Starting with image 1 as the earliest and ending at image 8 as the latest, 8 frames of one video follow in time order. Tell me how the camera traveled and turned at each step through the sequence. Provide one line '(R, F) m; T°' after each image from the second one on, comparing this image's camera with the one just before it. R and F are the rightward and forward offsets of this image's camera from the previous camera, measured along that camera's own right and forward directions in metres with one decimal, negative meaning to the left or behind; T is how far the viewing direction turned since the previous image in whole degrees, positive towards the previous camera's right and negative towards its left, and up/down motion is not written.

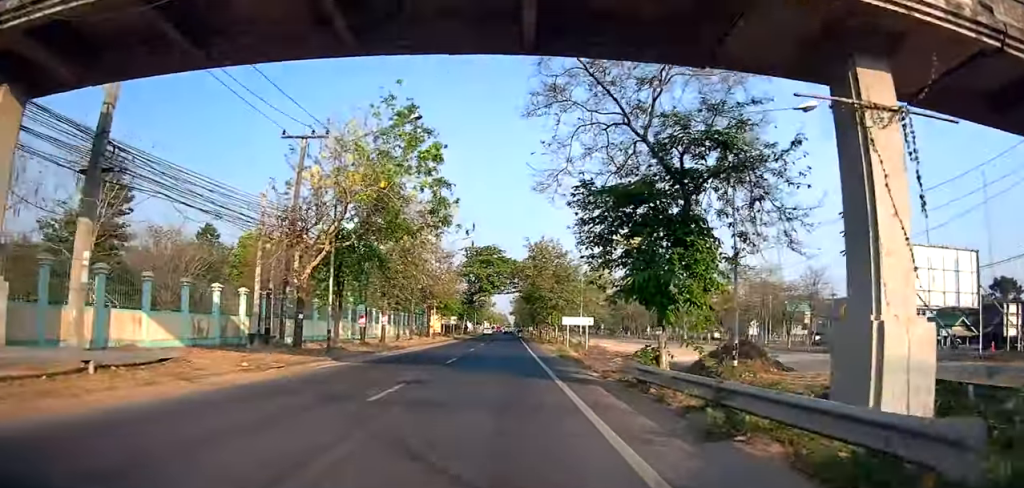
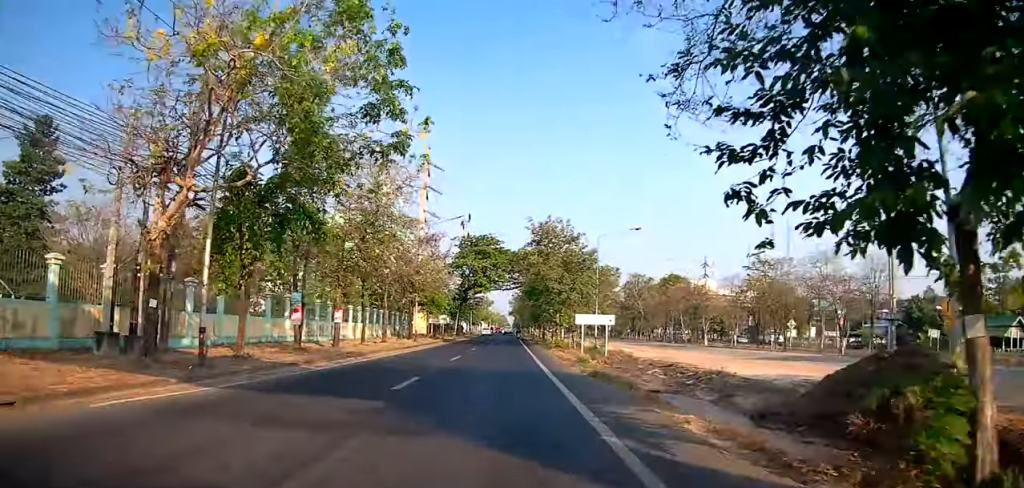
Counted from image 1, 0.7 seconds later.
(0.0, +9.8) m; 0°
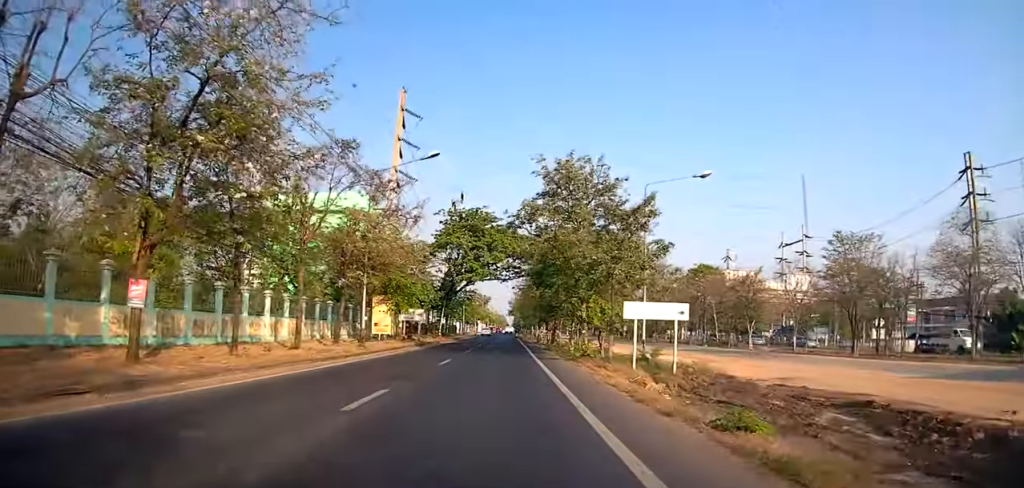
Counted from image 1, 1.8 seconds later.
(+0.1, +15.2) m; +1°
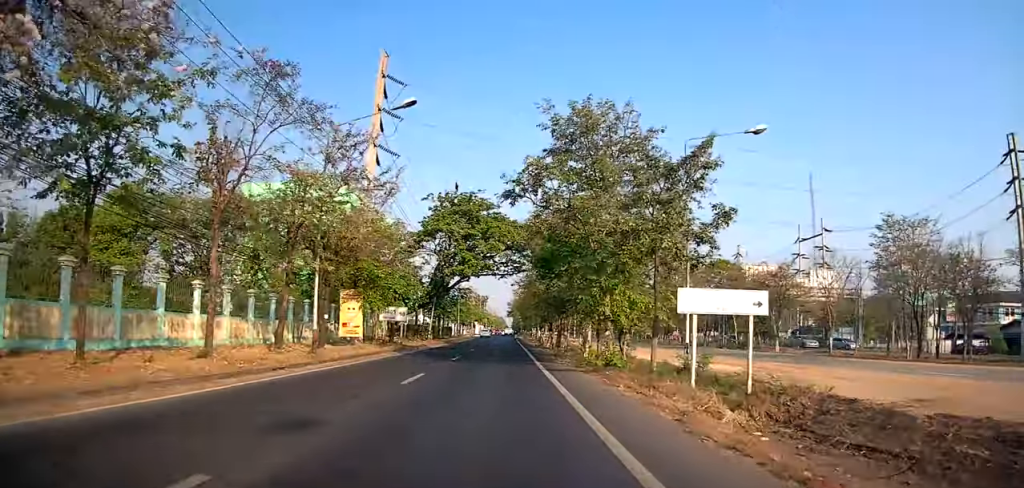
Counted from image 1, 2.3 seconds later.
(+0.1, +6.9) m; 0°
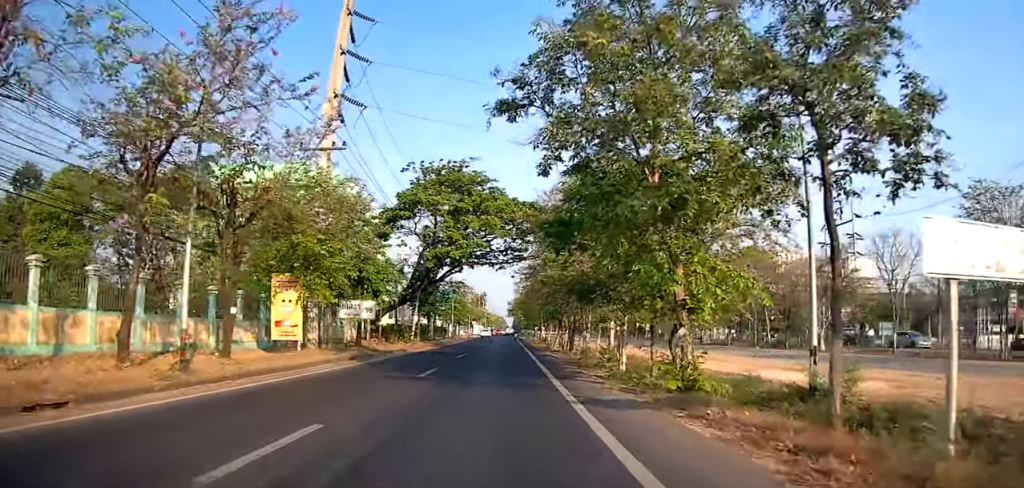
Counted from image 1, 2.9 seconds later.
(+0.1, +8.9) m; 0°
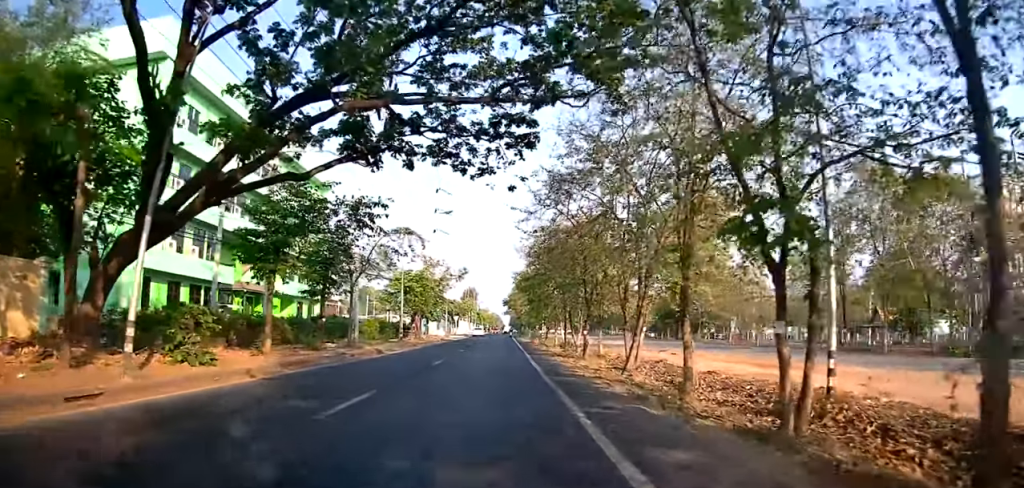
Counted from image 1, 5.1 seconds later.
(0.0, +32.3) m; 0°
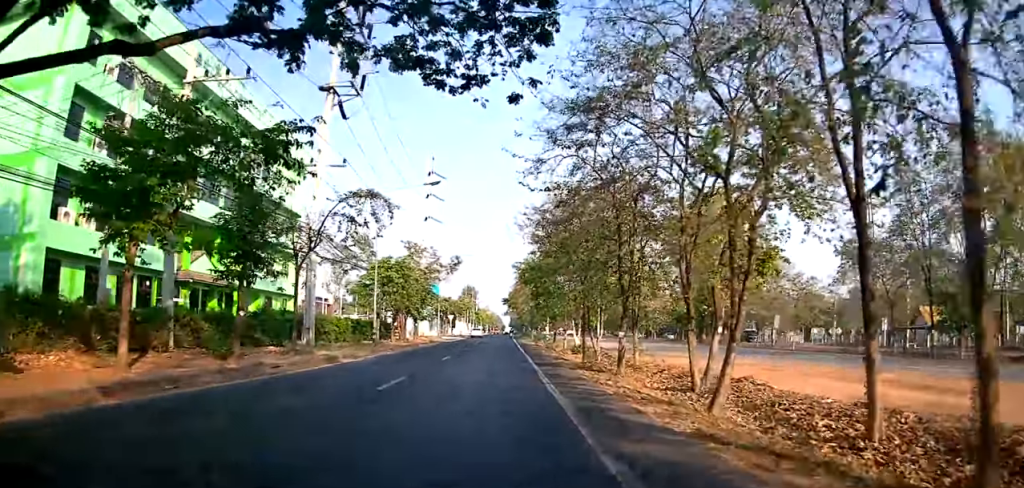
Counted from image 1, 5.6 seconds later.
(0.0, +8.3) m; -1°
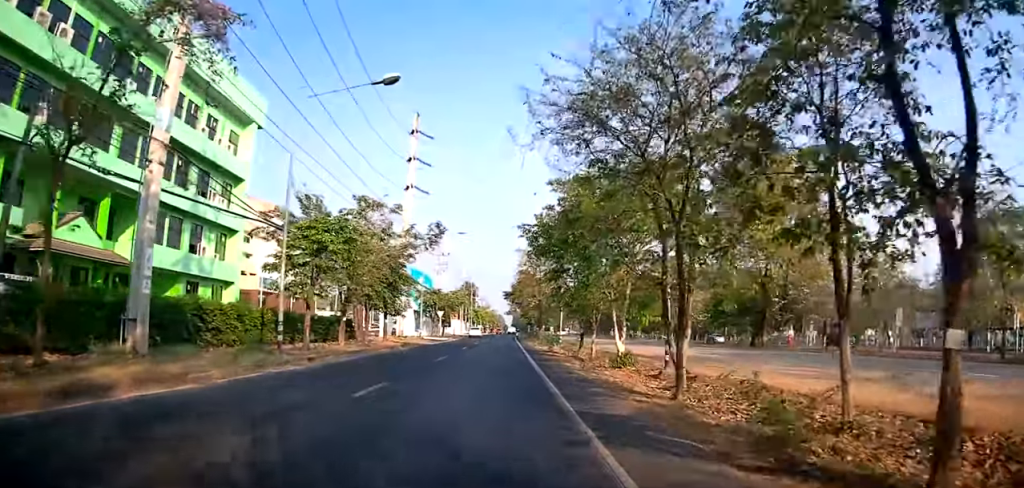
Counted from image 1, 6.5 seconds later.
(-0.2, +13.7) m; 0°
